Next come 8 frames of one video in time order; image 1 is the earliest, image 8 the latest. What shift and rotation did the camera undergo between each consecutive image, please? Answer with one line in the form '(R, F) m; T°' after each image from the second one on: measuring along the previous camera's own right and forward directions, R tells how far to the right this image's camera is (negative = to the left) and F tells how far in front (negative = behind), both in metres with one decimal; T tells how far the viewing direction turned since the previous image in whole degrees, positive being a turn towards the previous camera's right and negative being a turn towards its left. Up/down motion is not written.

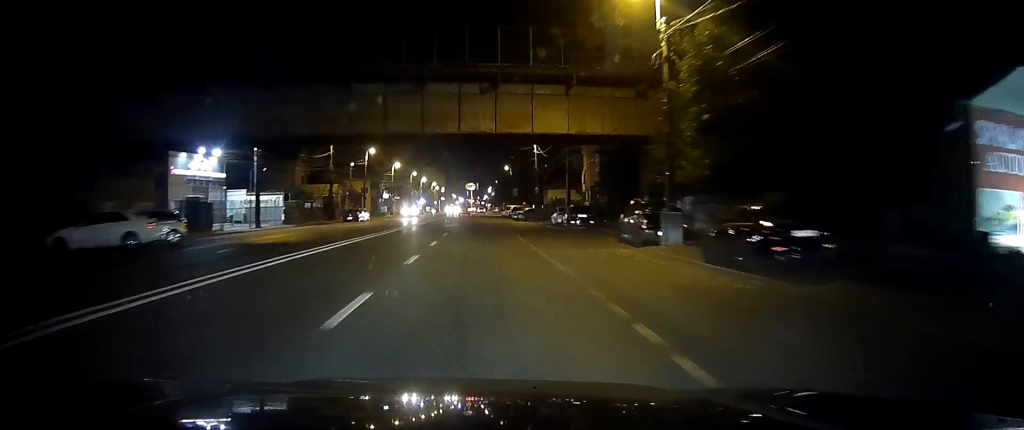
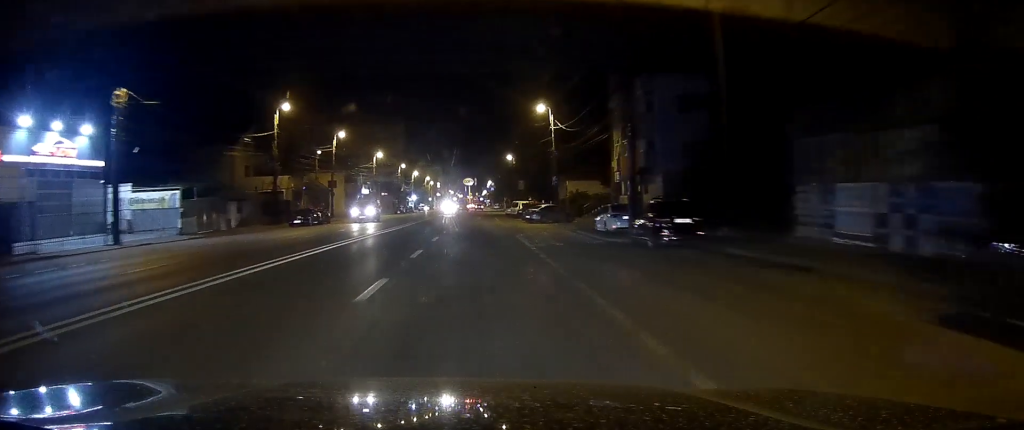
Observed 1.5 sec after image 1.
(-0.1, +23.1) m; 0°
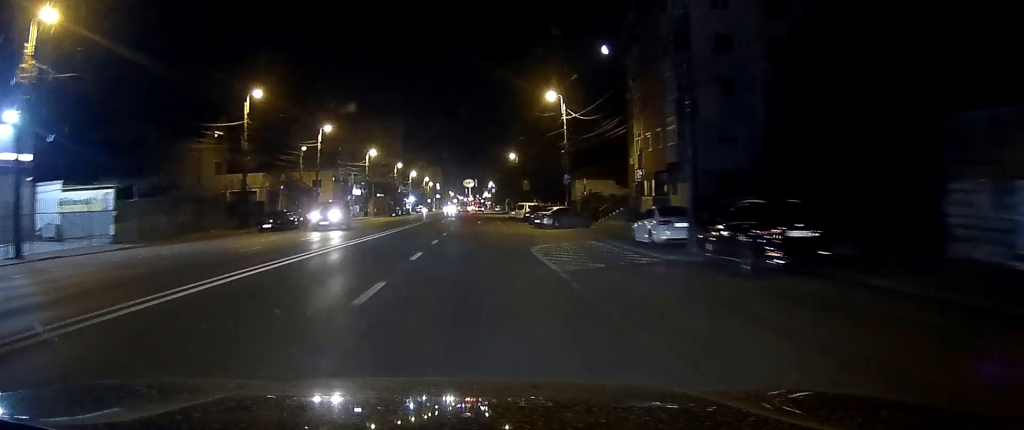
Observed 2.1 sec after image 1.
(+0.1, +8.4) m; 0°
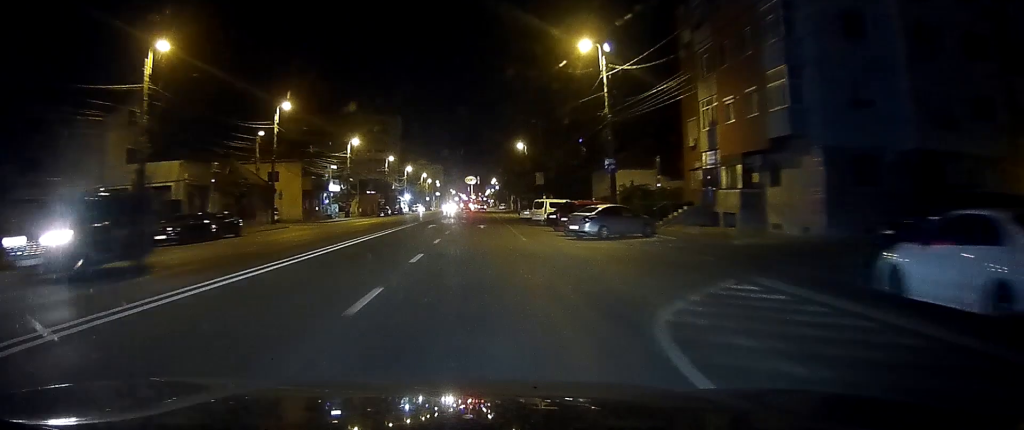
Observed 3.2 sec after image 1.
(+0.1, +17.5) m; 0°
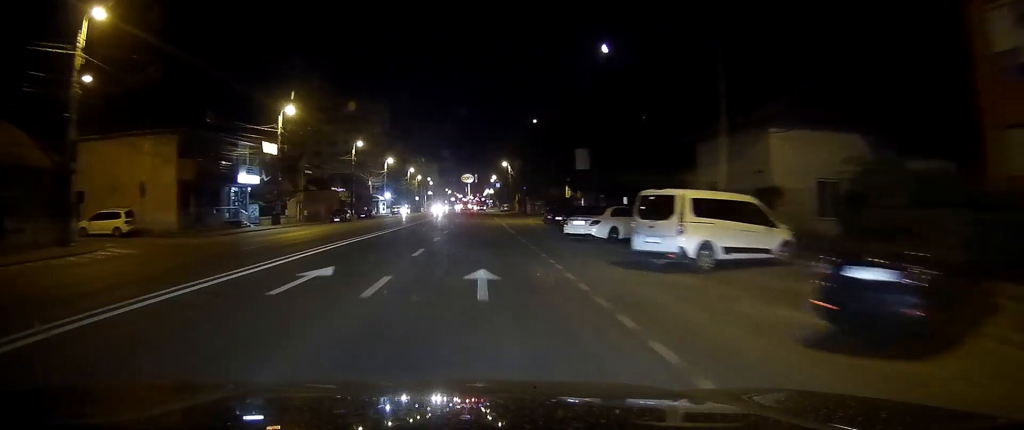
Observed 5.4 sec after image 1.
(0.0, +32.8) m; 0°
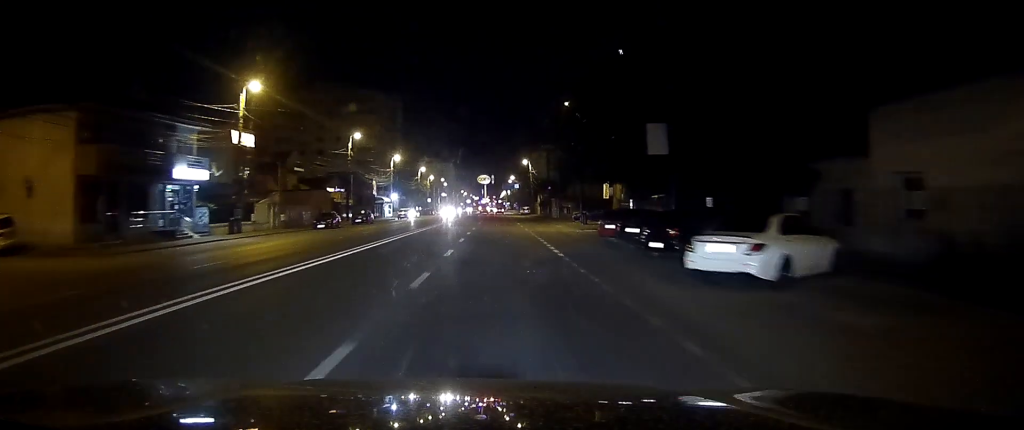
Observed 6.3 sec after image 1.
(-0.1, +14.8) m; 0°
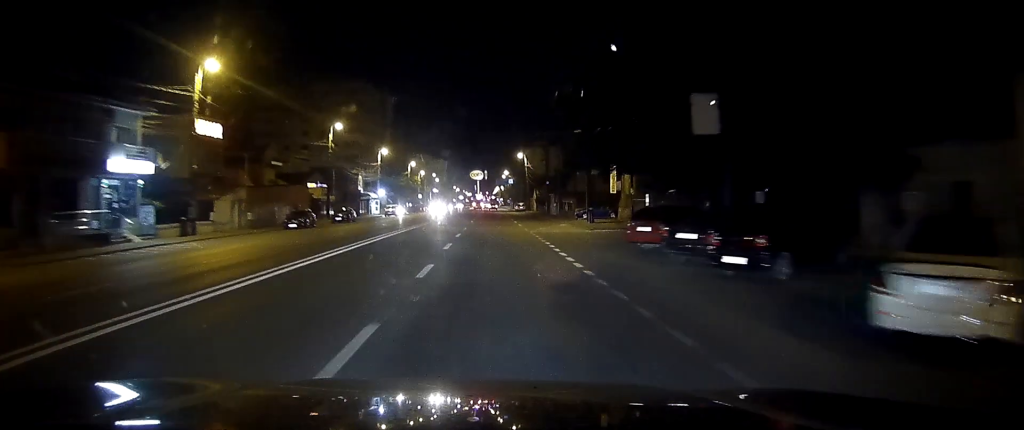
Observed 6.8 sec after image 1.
(+0.1, +7.1) m; 0°
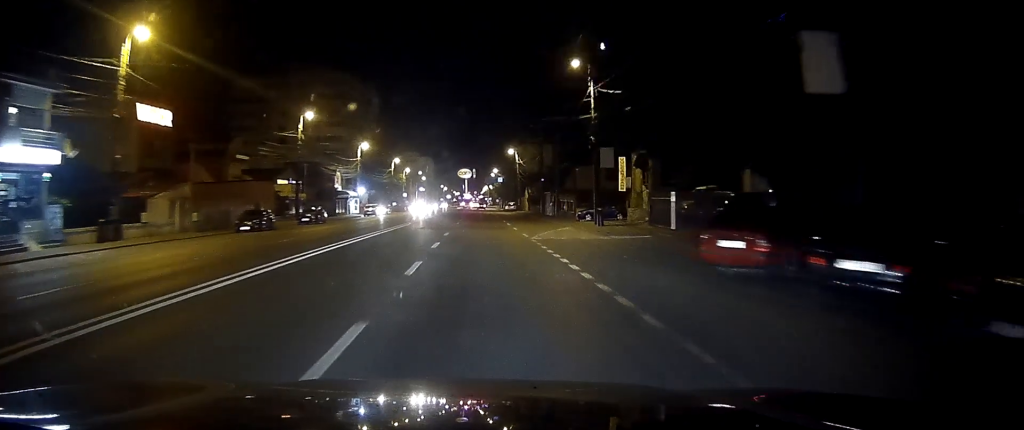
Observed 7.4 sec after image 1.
(+0.1, +8.7) m; +1°
